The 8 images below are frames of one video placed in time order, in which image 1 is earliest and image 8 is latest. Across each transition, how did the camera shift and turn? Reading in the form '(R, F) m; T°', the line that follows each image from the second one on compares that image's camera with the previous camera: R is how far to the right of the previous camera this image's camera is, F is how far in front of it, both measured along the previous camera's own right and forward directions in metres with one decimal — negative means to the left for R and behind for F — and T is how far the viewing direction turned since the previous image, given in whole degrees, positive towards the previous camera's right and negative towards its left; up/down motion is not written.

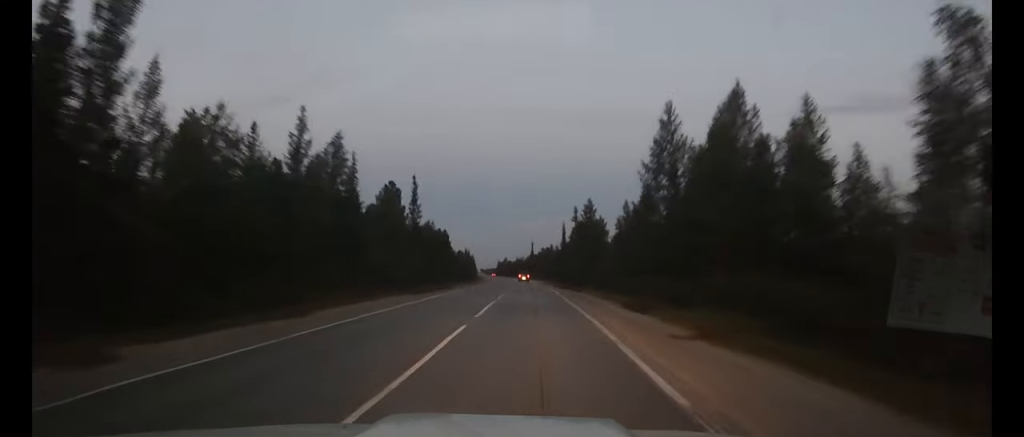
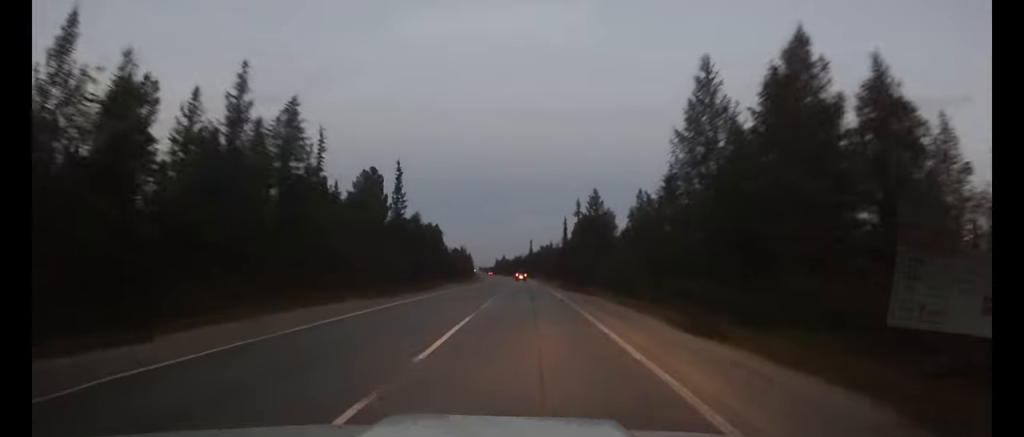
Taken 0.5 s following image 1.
(0.0, +9.2) m; 0°
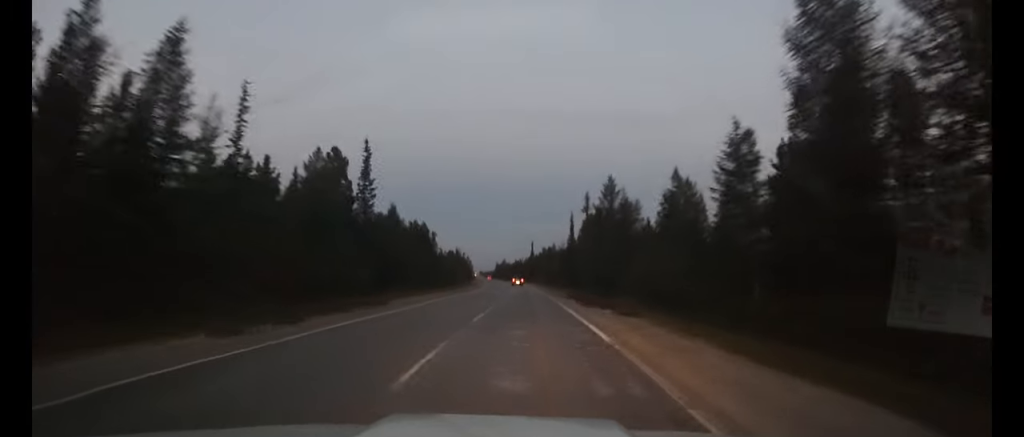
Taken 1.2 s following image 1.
(0.0, +14.4) m; 0°
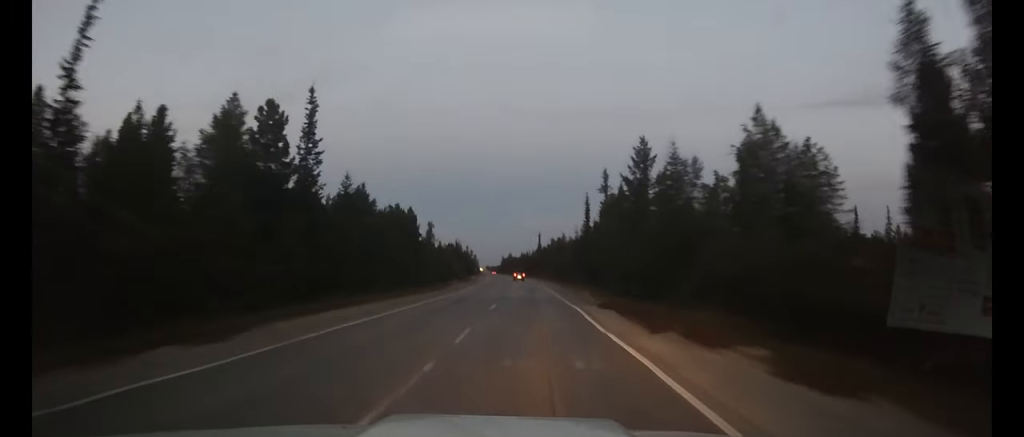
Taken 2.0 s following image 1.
(0.0, +16.2) m; -1°
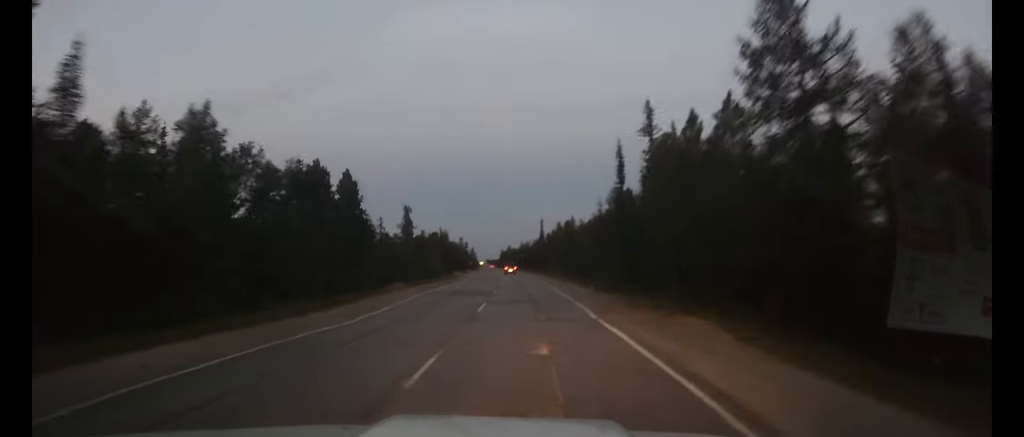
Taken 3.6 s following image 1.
(-0.3, +29.3) m; -1°
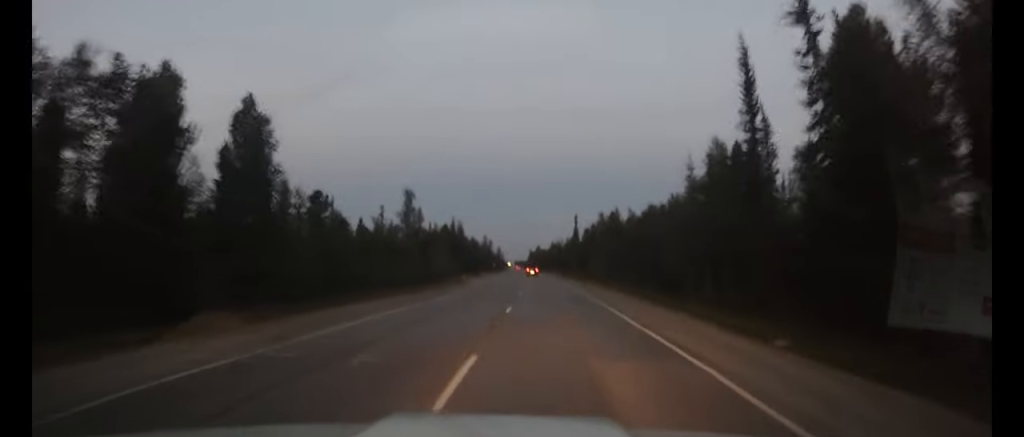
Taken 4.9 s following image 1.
(-0.1, +25.5) m; -1°
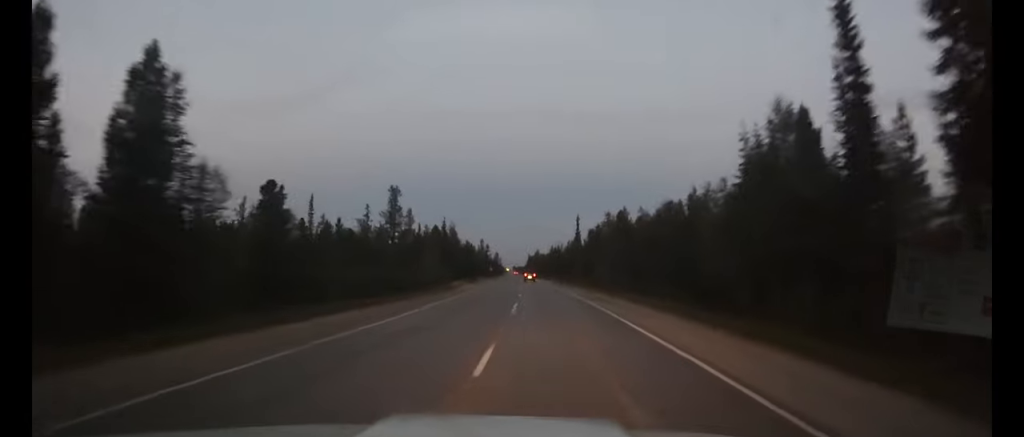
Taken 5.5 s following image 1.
(-0.1, +9.8) m; -1°
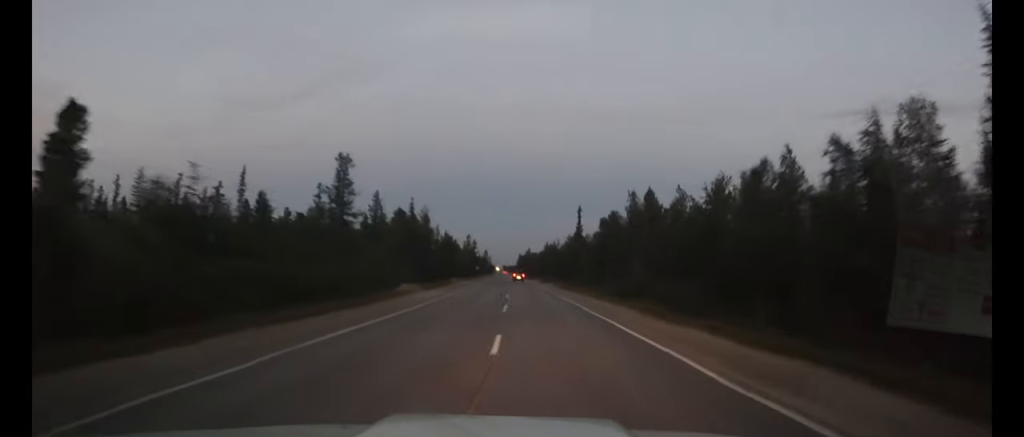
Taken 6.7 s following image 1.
(-0.3, +22.9) m; 0°
